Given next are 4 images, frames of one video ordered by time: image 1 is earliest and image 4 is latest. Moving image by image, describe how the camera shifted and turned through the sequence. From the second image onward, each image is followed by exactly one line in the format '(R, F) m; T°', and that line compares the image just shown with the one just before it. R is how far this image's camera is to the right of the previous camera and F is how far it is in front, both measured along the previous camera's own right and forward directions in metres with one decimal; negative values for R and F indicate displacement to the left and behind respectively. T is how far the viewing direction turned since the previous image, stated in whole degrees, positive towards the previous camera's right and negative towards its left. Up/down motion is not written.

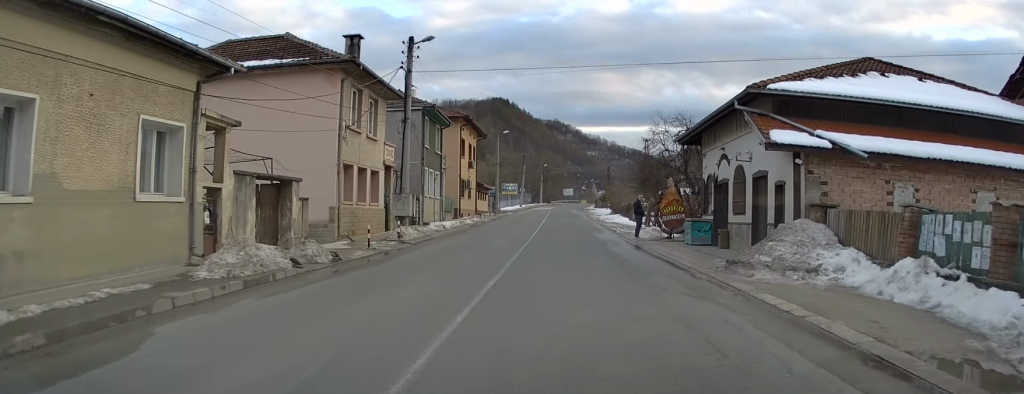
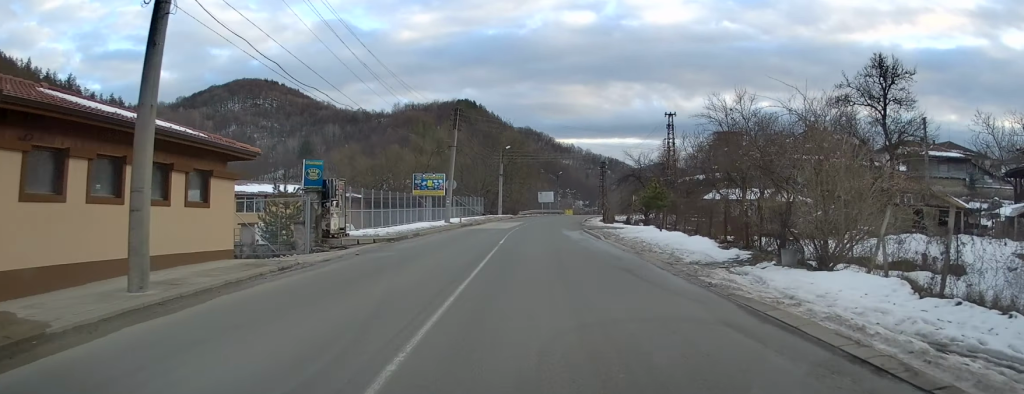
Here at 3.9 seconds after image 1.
(+0.6, +53.2) m; +1°
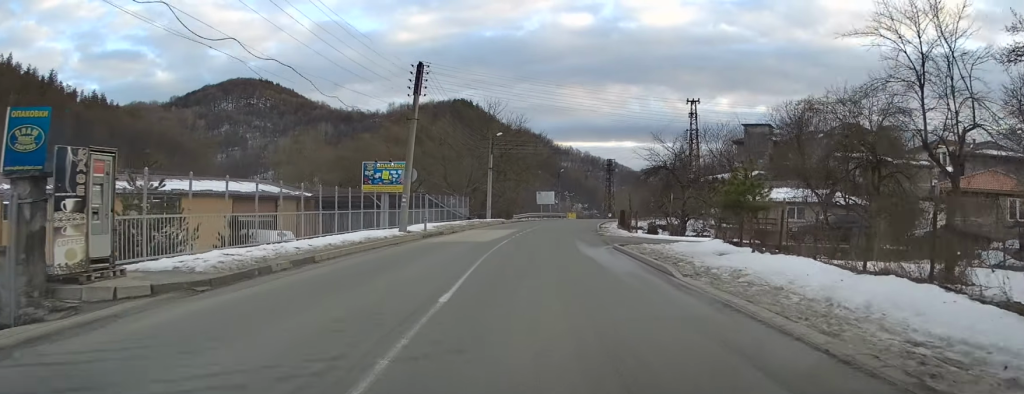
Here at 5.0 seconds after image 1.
(0.0, +14.0) m; 0°
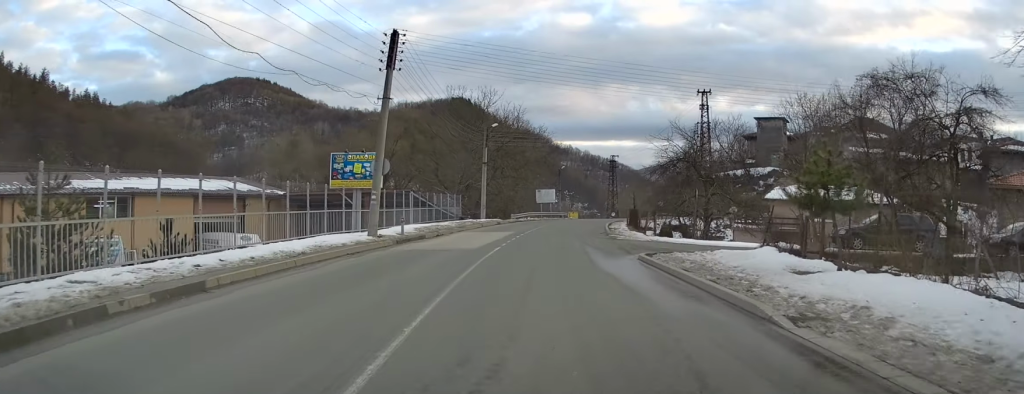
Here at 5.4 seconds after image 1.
(0.0, +5.4) m; 0°
